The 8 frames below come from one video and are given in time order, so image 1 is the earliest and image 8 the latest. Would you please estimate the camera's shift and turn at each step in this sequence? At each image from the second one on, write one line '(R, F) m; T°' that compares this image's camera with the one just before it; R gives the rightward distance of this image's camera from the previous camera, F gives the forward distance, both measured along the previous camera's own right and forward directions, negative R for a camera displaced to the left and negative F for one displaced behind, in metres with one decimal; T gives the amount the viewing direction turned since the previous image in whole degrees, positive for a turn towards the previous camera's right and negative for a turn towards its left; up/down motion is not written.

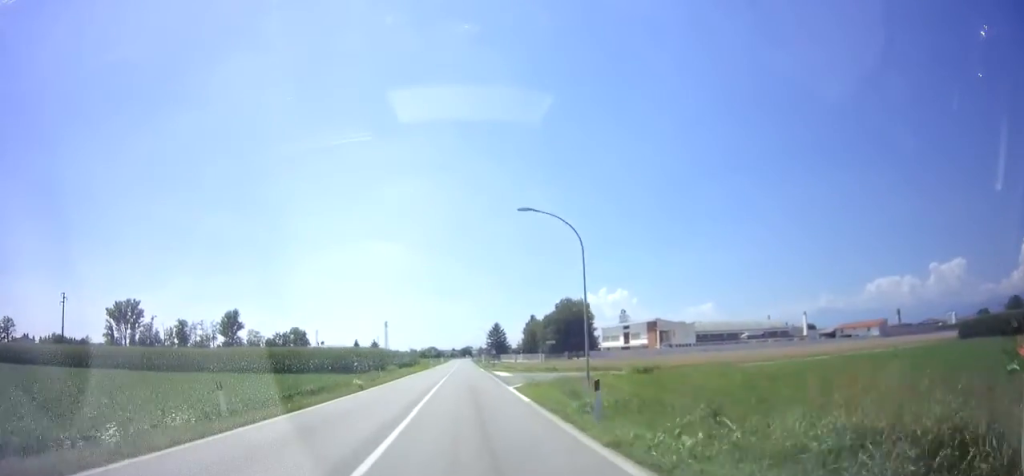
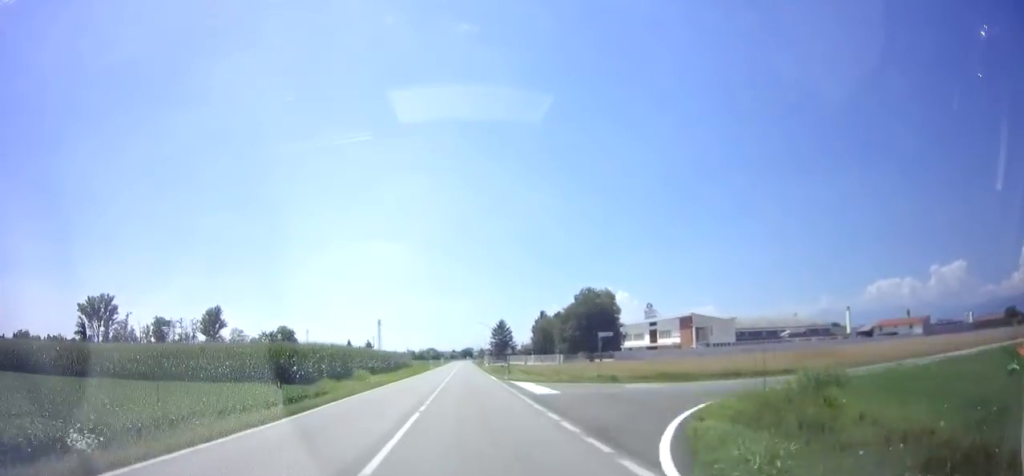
(+0.2, +19.1) m; 0°
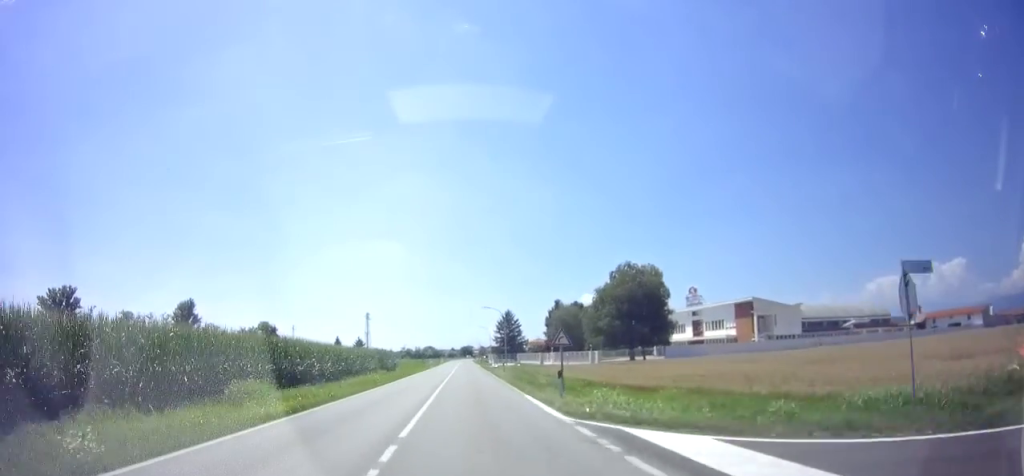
(0.0, +23.9) m; 0°
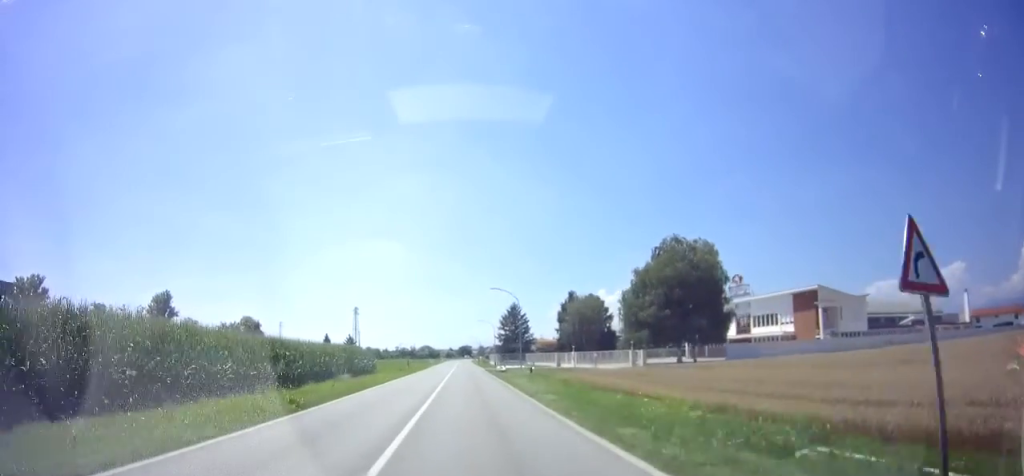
(0.0, +16.8) m; 0°
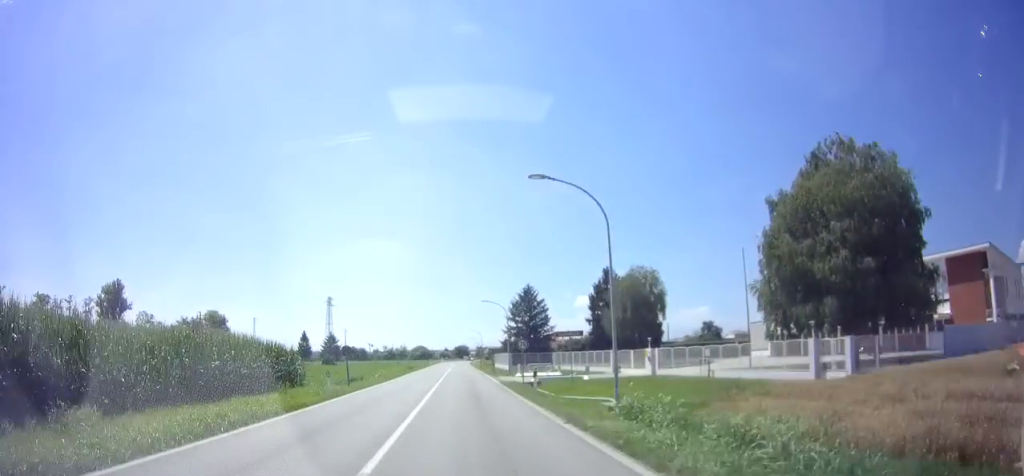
(-0.1, +27.6) m; 0°
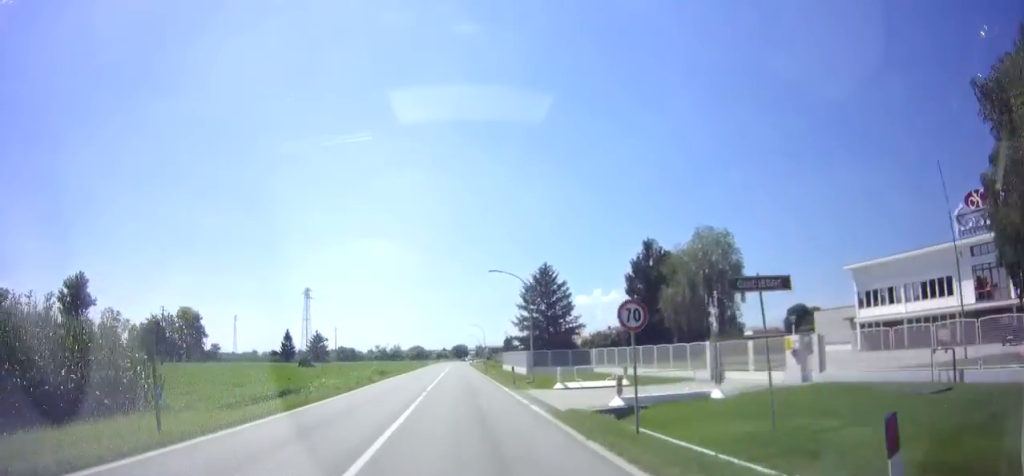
(+0.1, +17.5) m; +1°
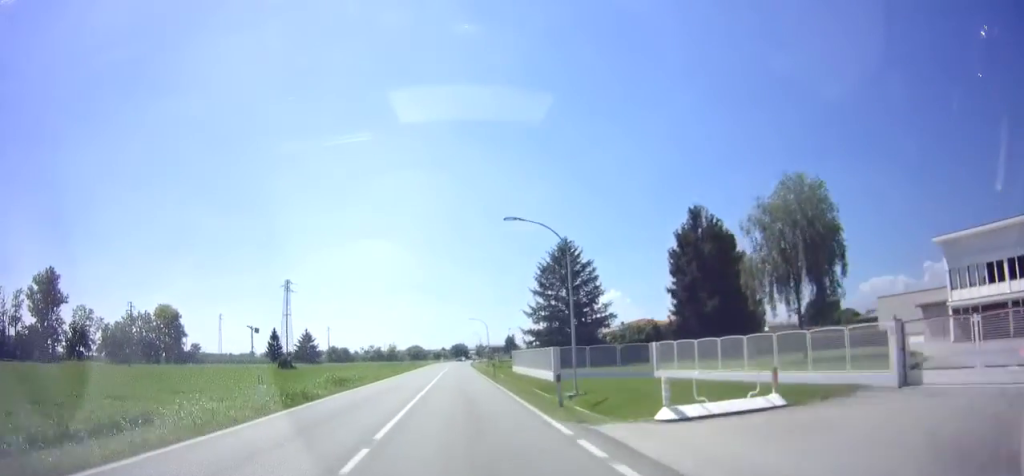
(+0.1, +13.2) m; 0°
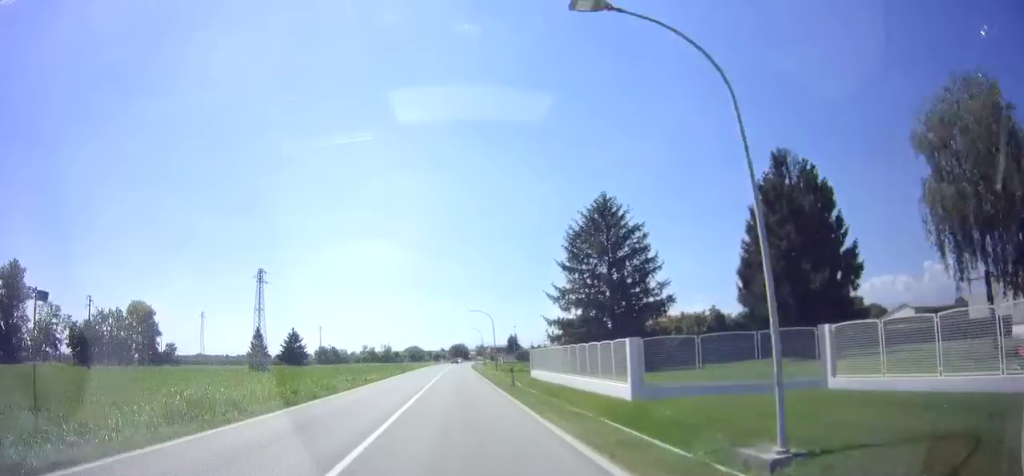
(0.0, +13.7) m; 0°
